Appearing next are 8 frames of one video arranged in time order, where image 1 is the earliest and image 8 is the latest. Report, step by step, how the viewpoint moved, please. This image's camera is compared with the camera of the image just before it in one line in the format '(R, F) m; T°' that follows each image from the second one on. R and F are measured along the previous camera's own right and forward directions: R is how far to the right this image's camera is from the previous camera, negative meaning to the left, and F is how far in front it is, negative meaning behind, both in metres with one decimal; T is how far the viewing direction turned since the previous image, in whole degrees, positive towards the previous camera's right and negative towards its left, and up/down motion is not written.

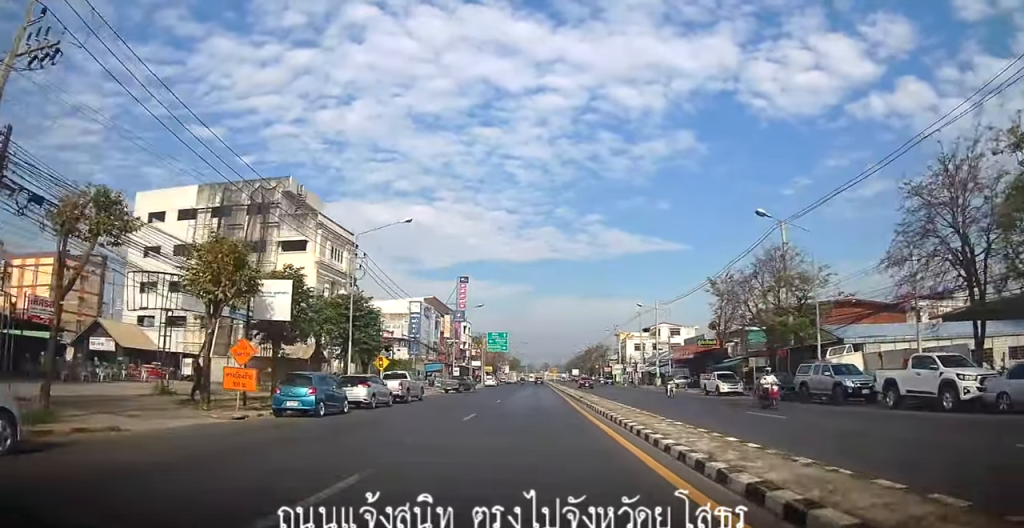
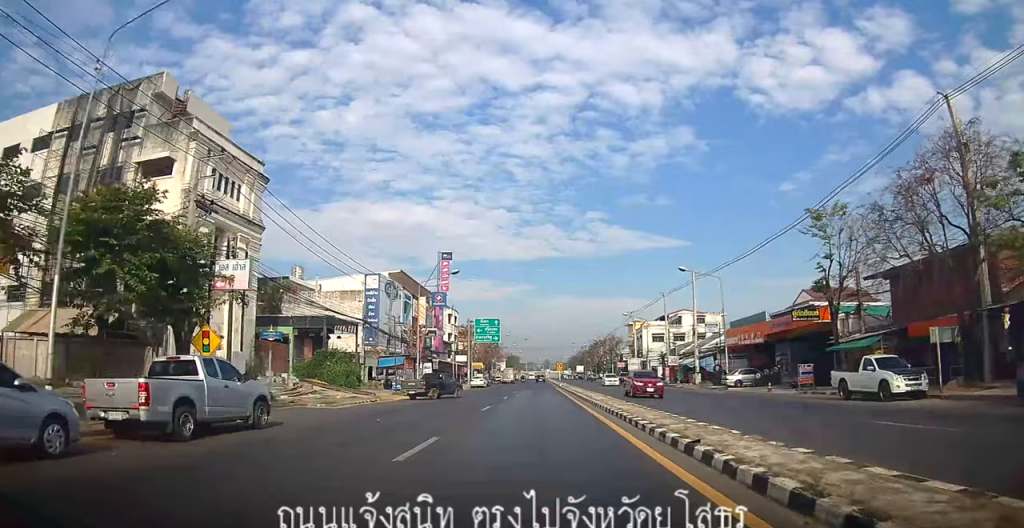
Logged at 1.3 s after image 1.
(0.0, +20.3) m; 0°
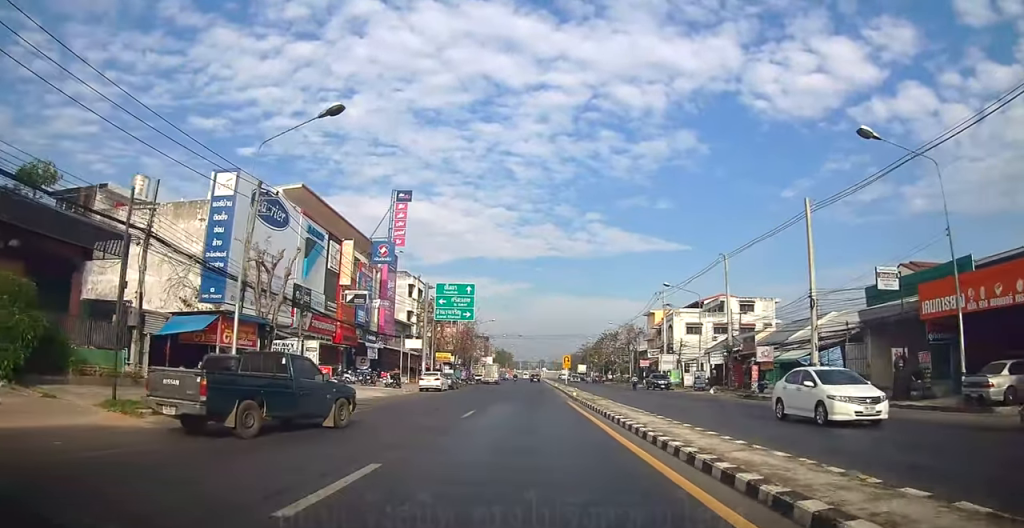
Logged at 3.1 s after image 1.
(+0.3, +28.3) m; +2°
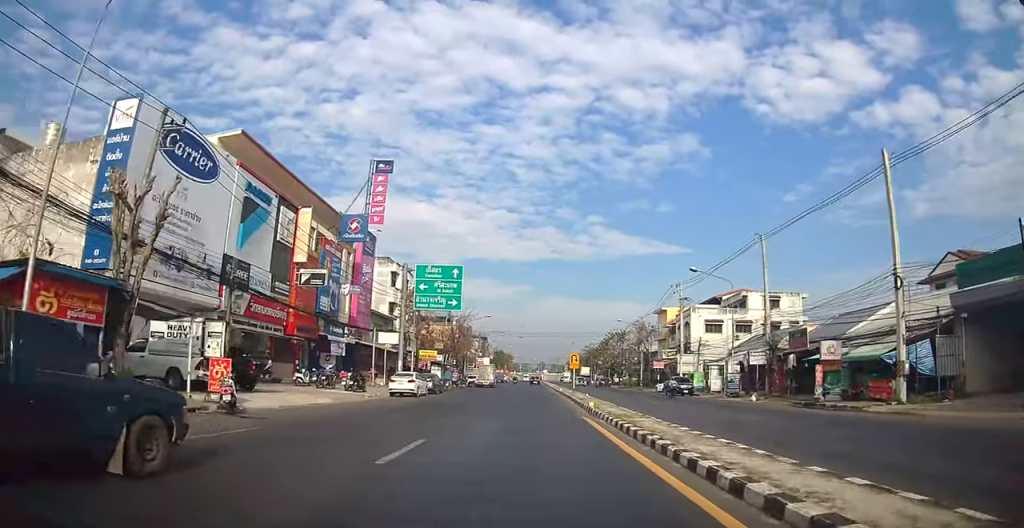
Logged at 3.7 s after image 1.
(+0.2, +8.9) m; 0°
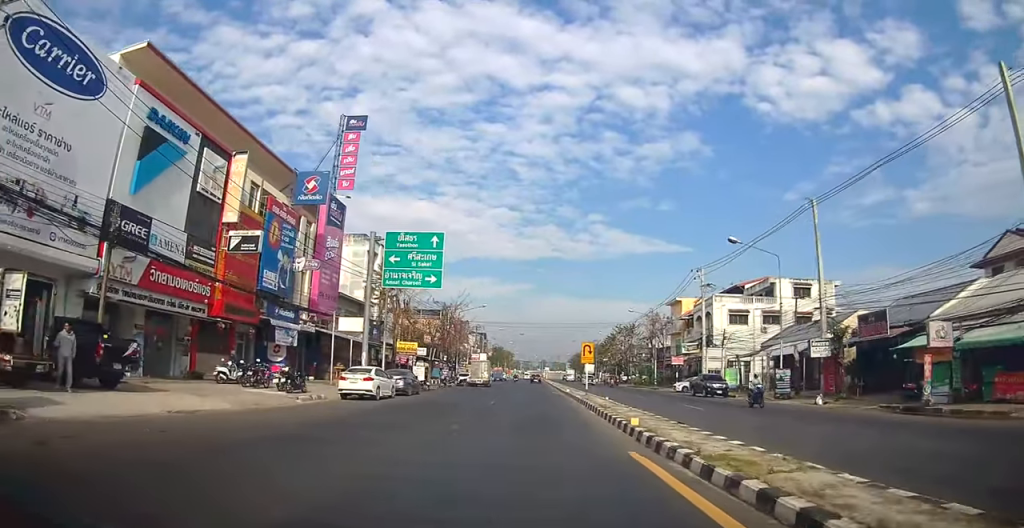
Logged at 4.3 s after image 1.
(-0.2, +9.0) m; -2°
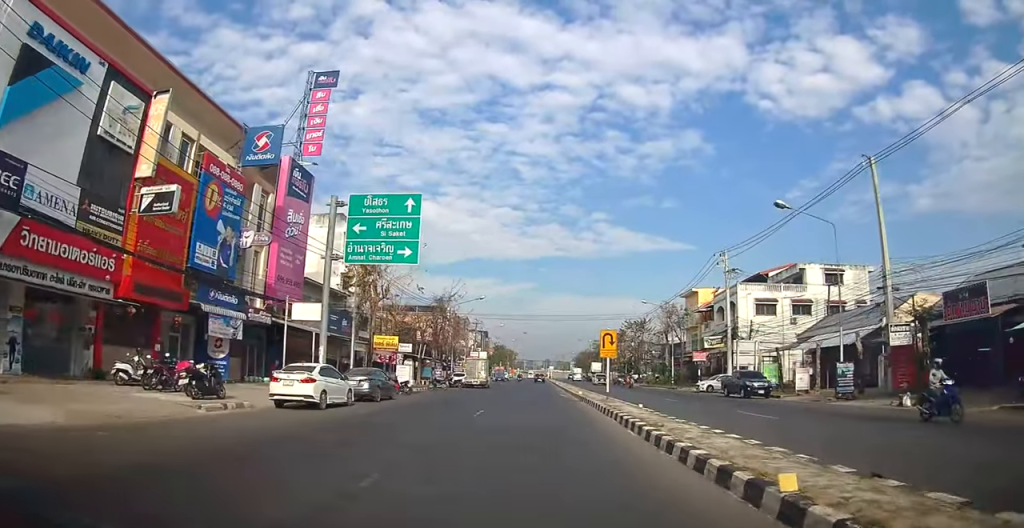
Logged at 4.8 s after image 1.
(-0.1, +7.1) m; -1°
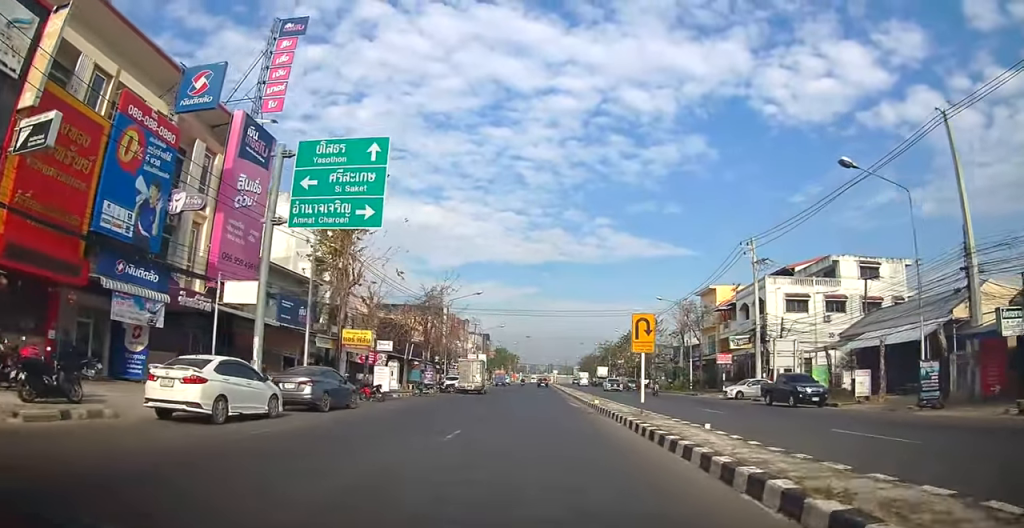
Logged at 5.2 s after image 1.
(-0.1, +6.6) m; 0°
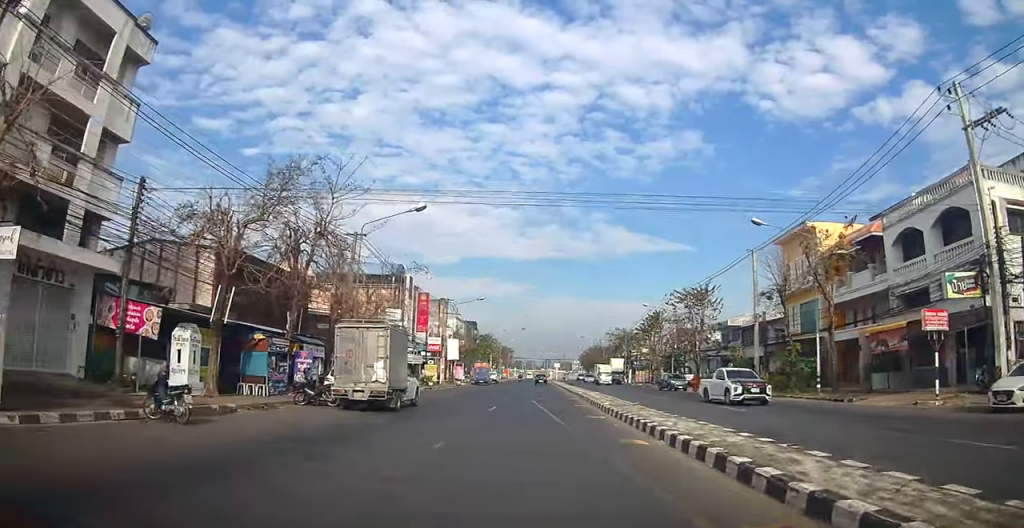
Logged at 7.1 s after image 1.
(+0.1, +28.1) m; -1°
